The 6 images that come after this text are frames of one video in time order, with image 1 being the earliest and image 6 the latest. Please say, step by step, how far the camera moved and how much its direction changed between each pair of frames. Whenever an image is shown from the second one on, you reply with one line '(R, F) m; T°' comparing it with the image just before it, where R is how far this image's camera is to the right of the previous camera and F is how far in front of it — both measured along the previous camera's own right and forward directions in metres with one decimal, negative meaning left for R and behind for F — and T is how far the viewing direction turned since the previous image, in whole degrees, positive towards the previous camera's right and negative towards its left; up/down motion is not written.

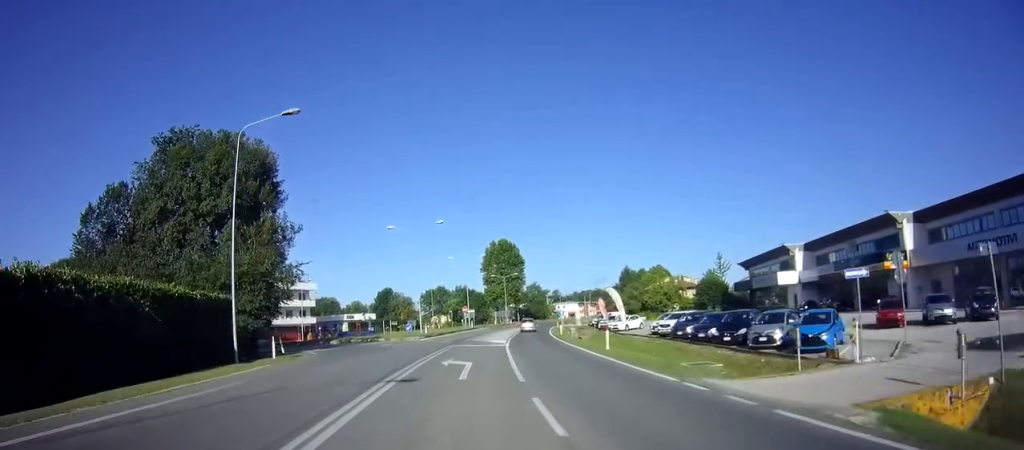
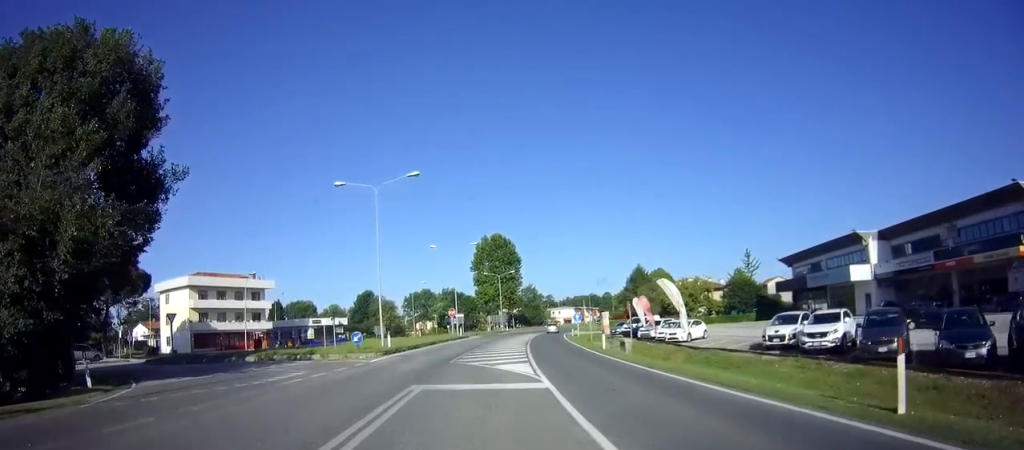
(+0.8, +17.8) m; +3°
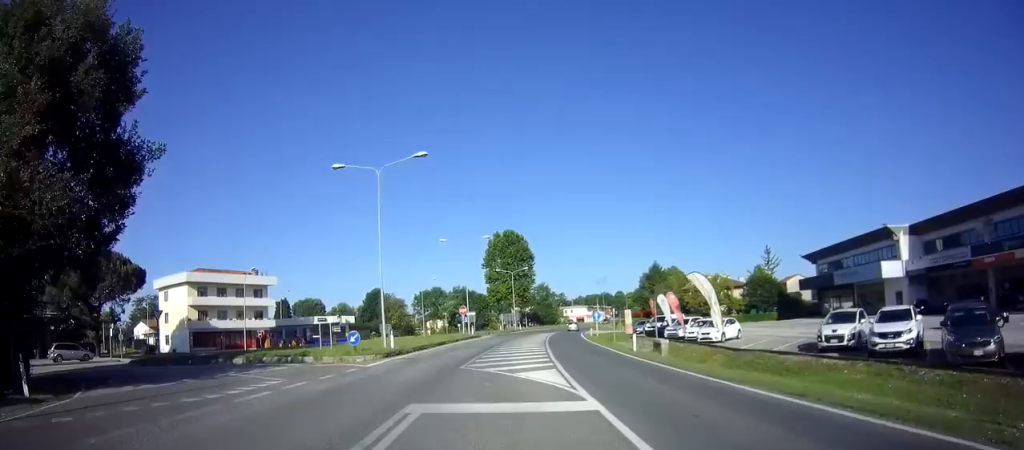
(-0.1, +3.5) m; 0°
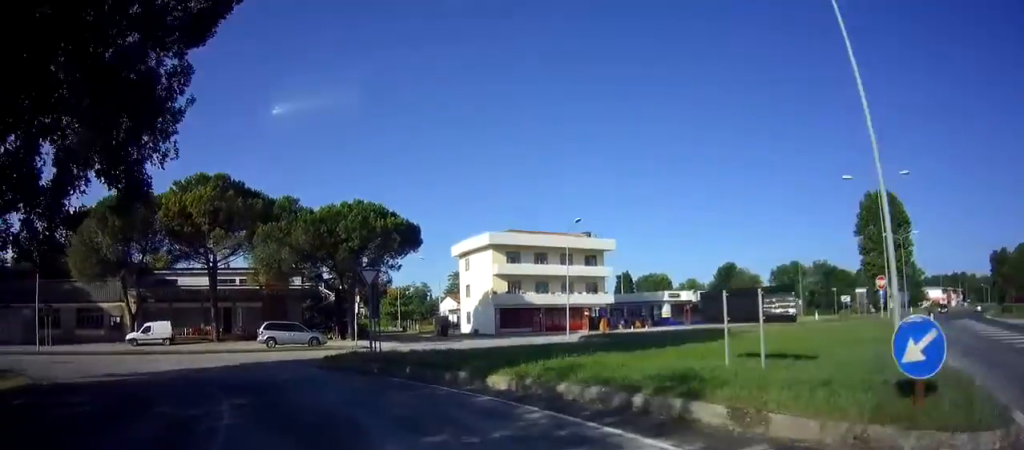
(-3.9, +16.6) m; -37°
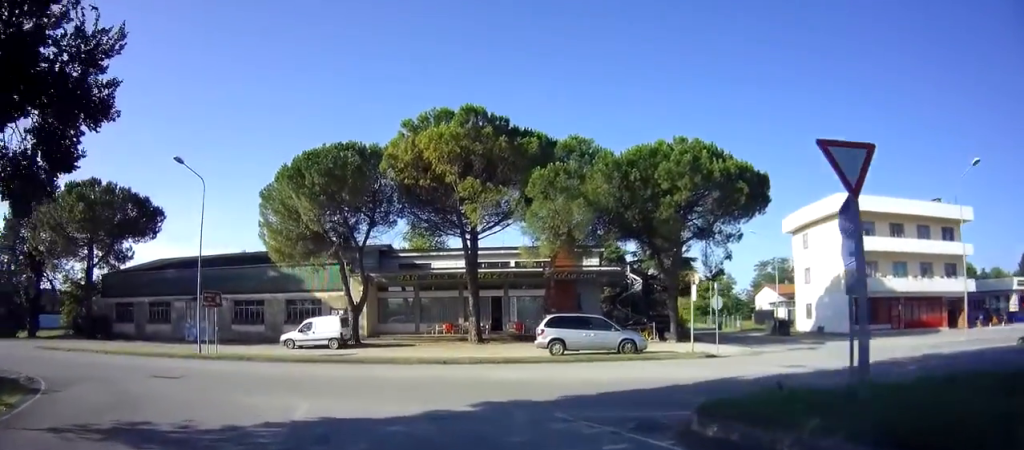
(-3.6, +12.8) m; -33°
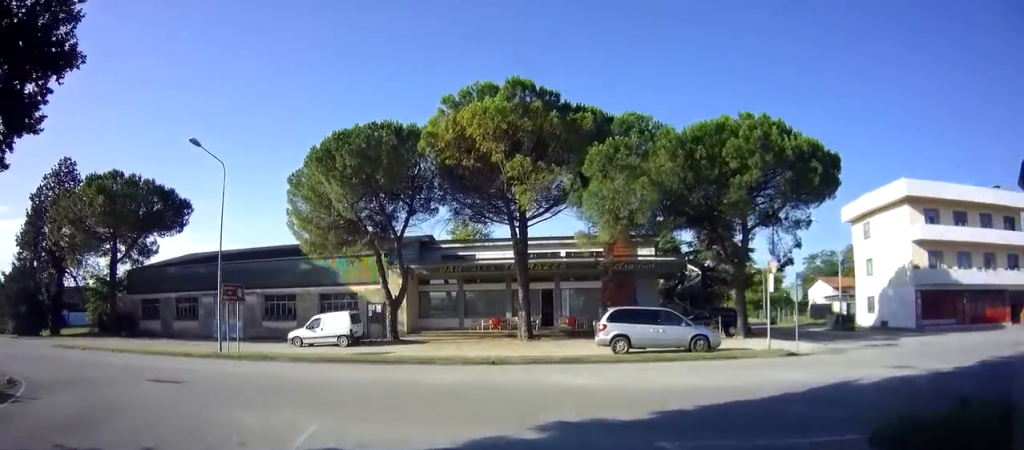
(-0.3, +2.9) m; -7°
